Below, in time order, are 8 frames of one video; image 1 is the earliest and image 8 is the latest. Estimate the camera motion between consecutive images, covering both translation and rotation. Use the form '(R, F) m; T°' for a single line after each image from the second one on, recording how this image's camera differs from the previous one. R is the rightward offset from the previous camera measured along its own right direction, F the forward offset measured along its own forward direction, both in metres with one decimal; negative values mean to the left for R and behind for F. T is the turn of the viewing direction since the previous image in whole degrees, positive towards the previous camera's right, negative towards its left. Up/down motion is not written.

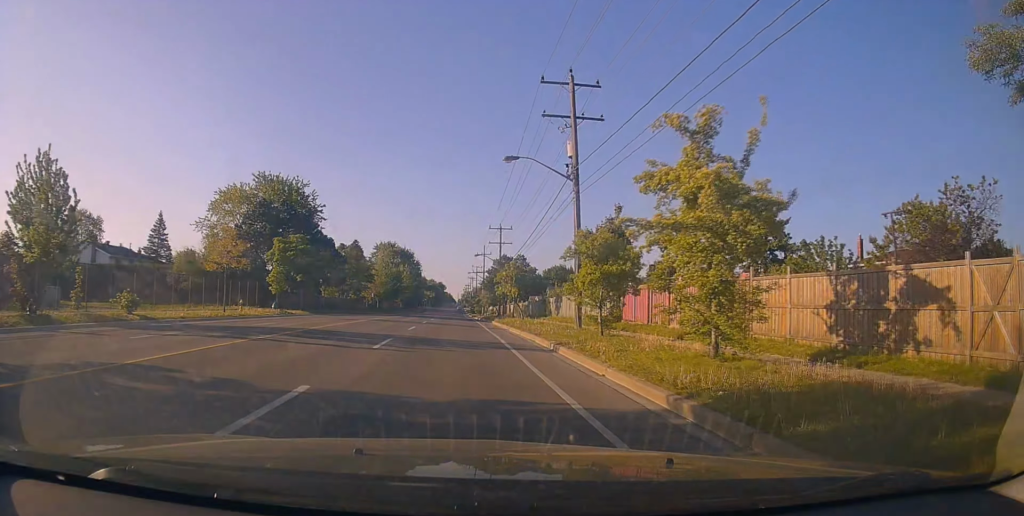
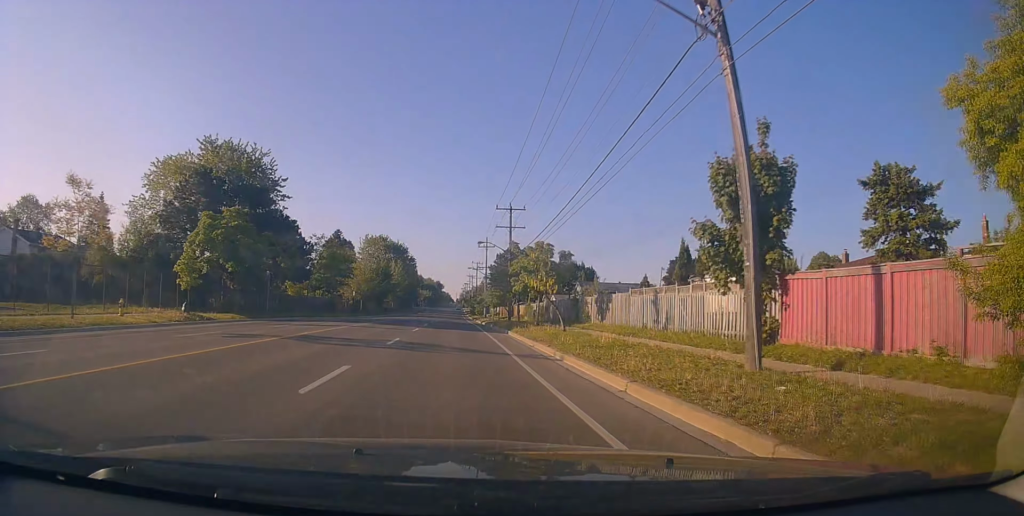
(-0.3, +14.7) m; -1°
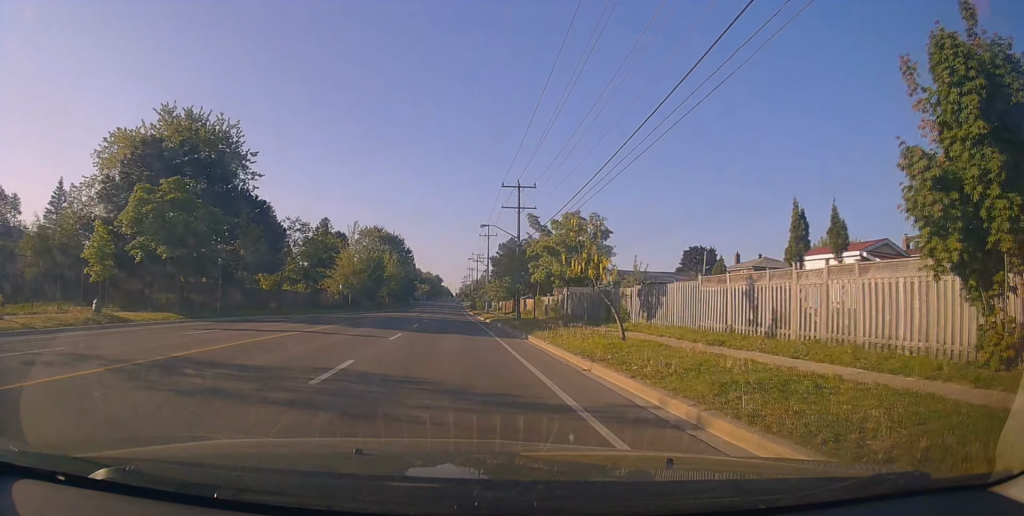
(0.0, +8.6) m; 0°
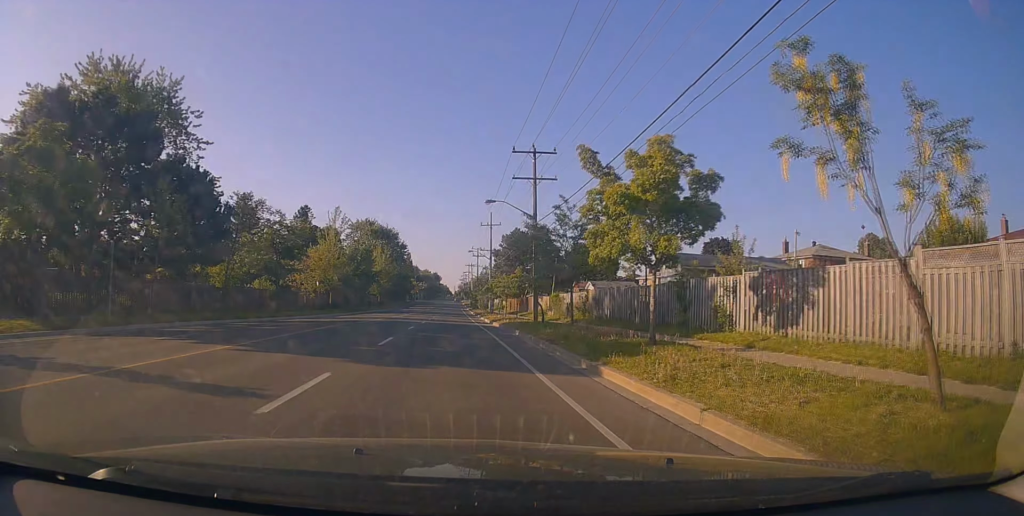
(0.0, +10.8) m; 0°
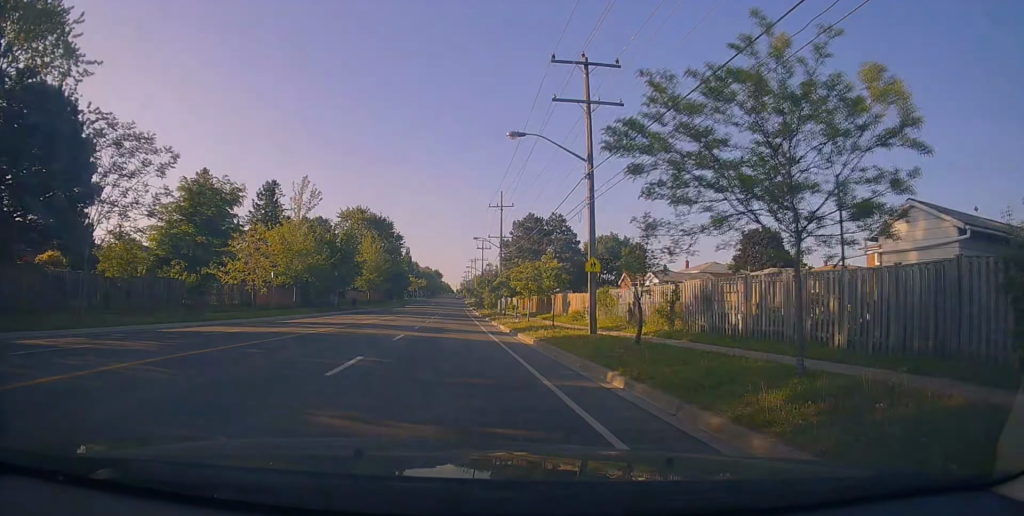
(+0.1, +14.6) m; +1°
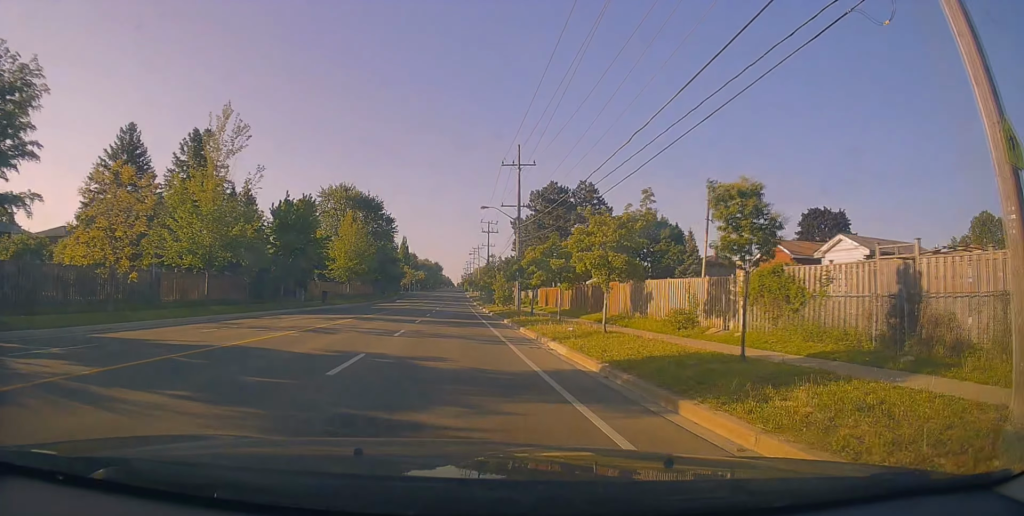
(+0.1, +18.3) m; 0°
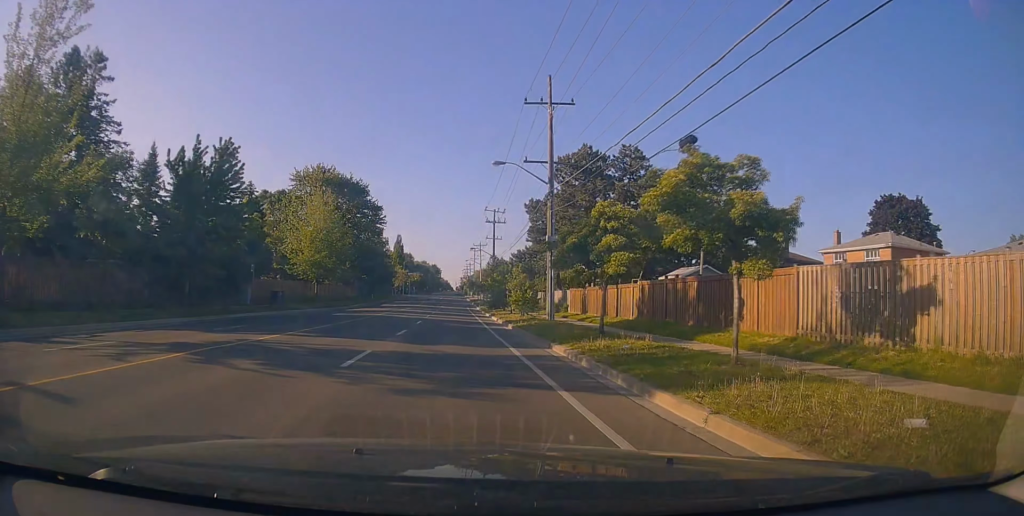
(0.0, +16.4) m; 0°
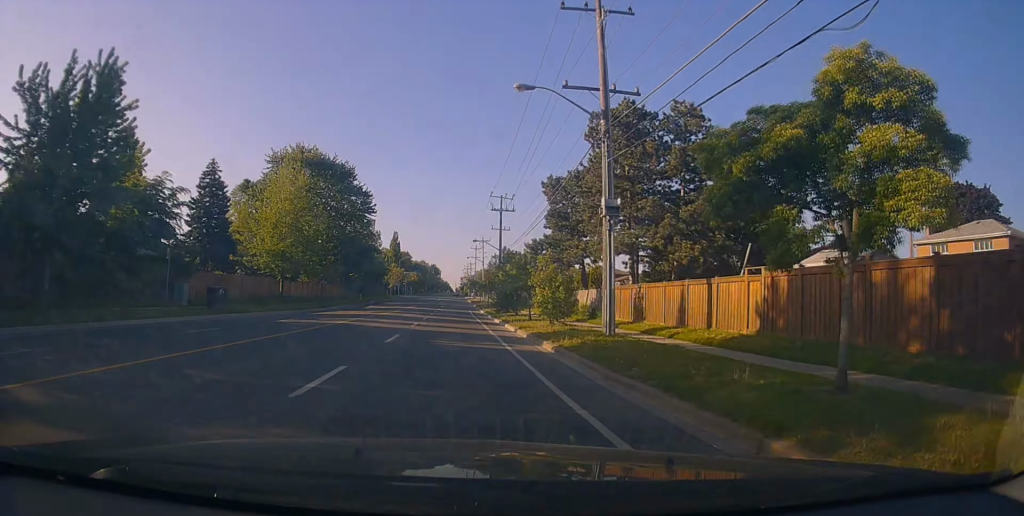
(+0.1, +11.7) m; 0°
